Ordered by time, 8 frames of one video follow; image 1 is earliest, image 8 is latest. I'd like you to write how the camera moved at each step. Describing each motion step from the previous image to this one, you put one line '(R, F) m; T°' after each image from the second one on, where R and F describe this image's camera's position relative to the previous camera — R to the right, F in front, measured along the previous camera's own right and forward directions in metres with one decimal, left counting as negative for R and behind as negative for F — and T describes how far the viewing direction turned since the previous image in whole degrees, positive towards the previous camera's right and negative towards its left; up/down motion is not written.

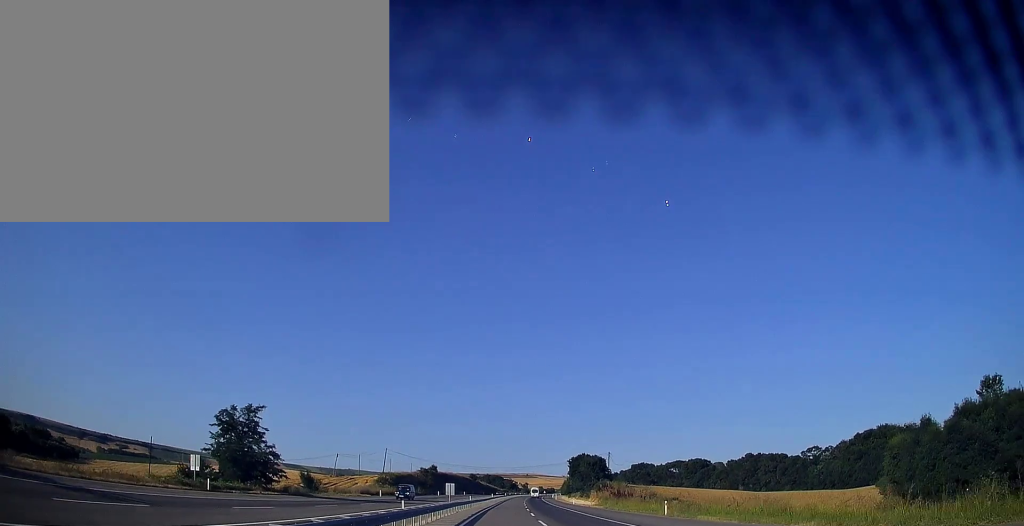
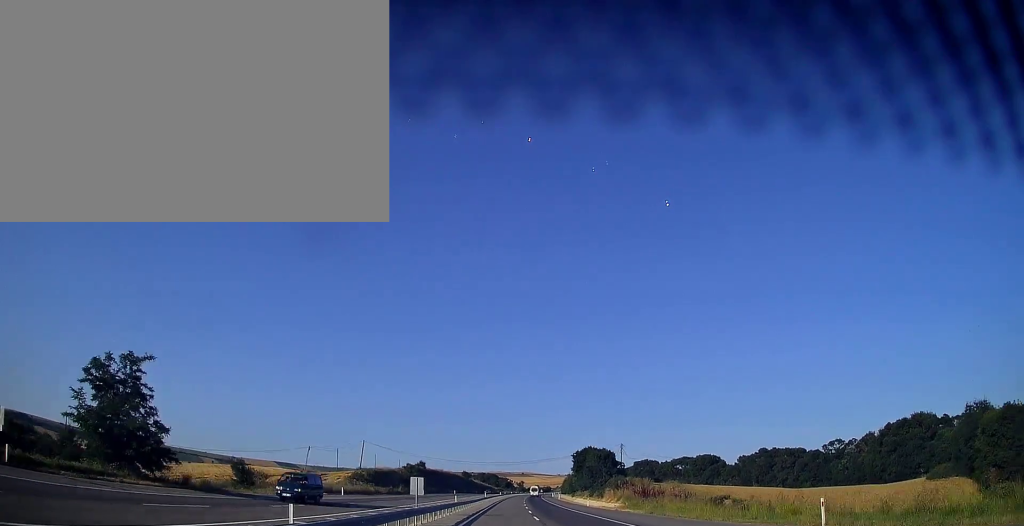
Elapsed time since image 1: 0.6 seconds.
(-0.1, +17.6) m; 0°
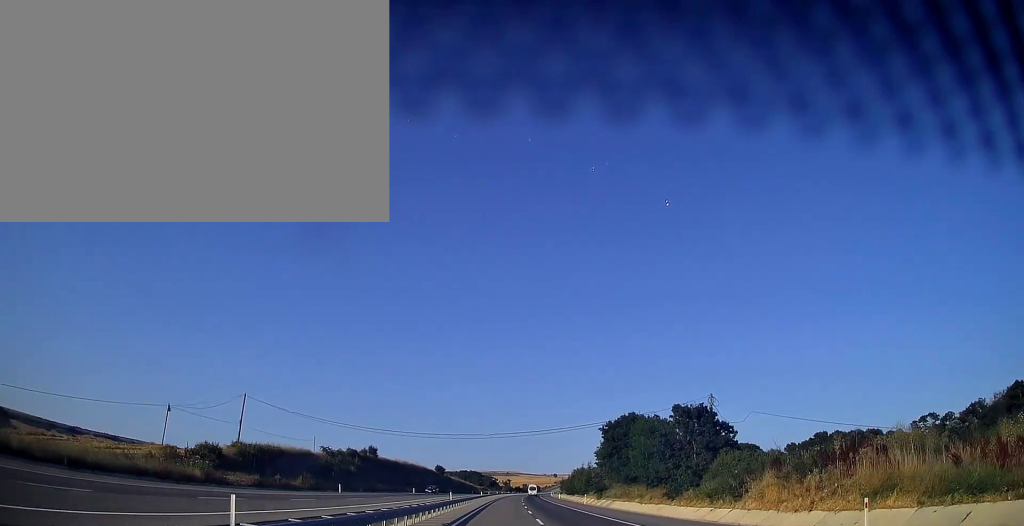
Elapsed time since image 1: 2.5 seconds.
(+0.8, +55.0) m; +2°
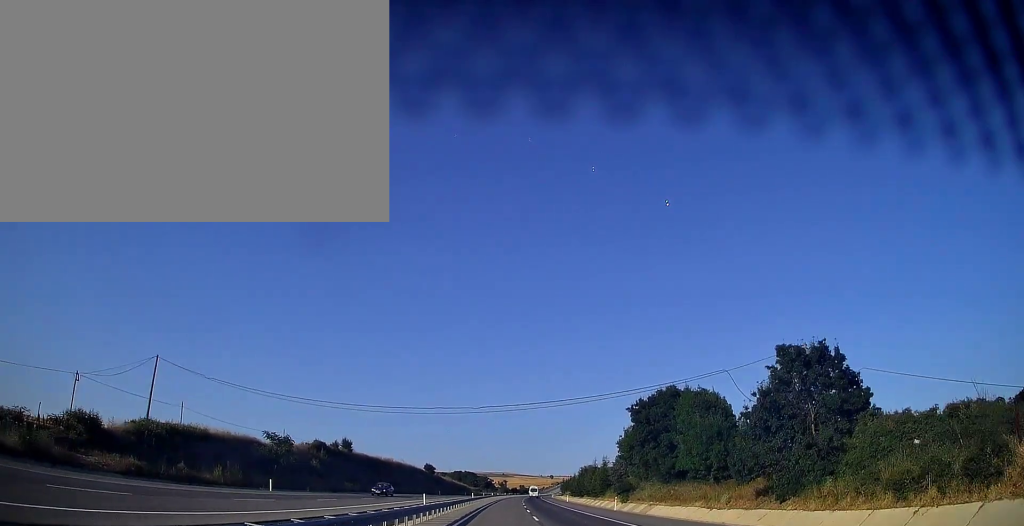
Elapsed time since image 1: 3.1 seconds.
(+0.1, +19.7) m; 0°
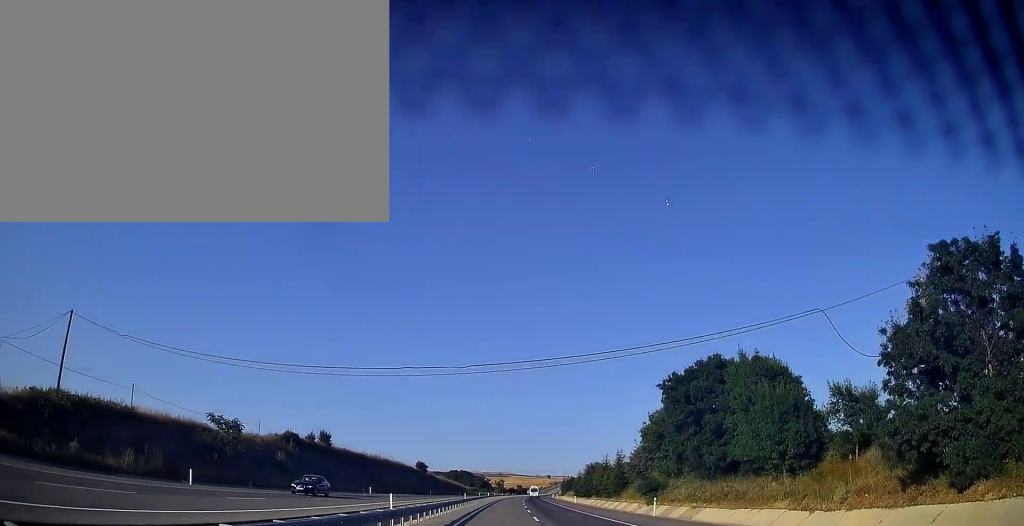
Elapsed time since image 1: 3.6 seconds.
(+0.1, +12.8) m; 0°
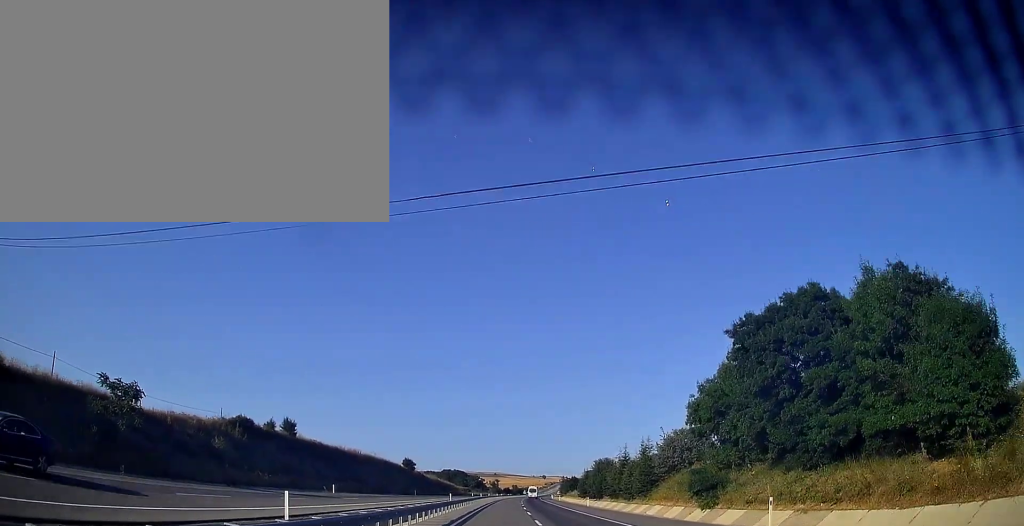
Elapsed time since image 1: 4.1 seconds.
(0.0, +15.7) m; 0°
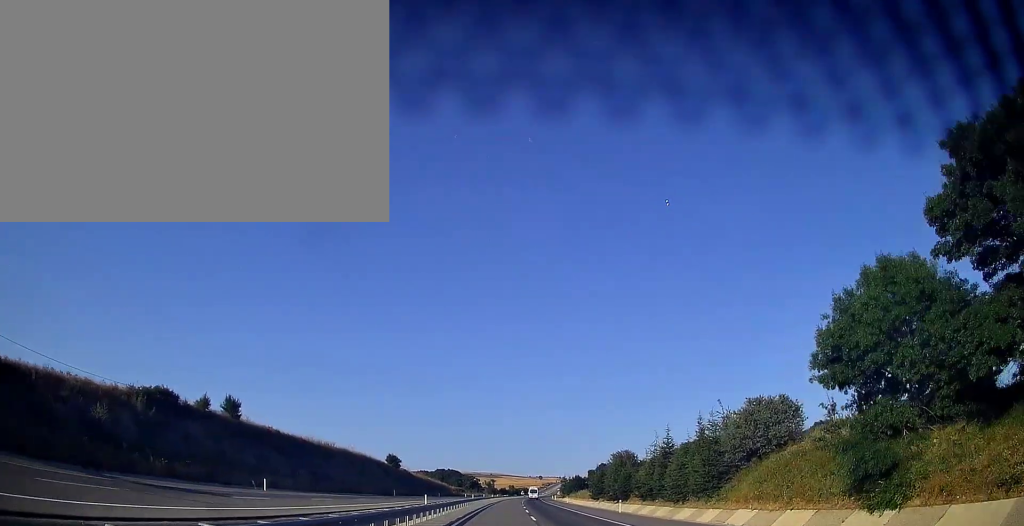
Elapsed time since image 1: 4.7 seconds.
(-0.1, +18.7) m; 0°
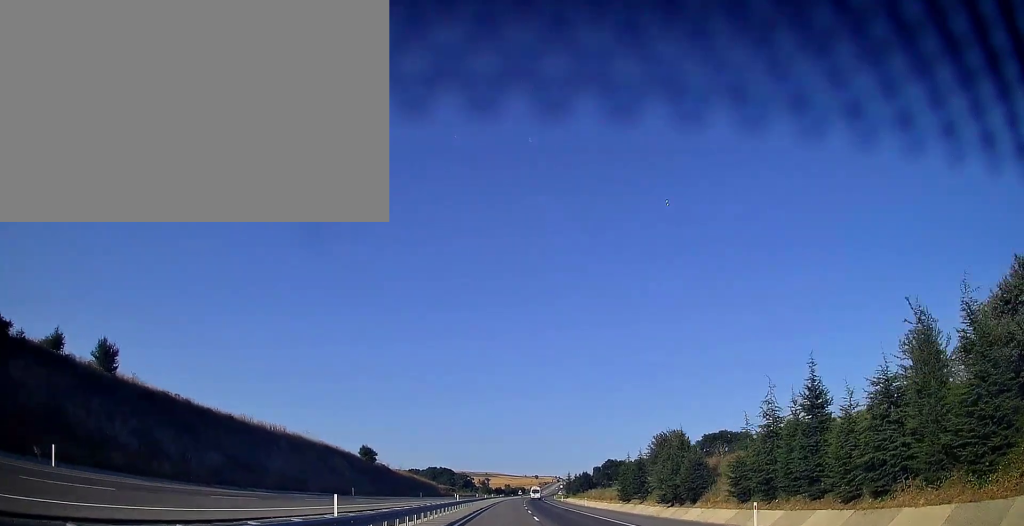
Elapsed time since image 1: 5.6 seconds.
(+0.2, +24.5) m; +1°
